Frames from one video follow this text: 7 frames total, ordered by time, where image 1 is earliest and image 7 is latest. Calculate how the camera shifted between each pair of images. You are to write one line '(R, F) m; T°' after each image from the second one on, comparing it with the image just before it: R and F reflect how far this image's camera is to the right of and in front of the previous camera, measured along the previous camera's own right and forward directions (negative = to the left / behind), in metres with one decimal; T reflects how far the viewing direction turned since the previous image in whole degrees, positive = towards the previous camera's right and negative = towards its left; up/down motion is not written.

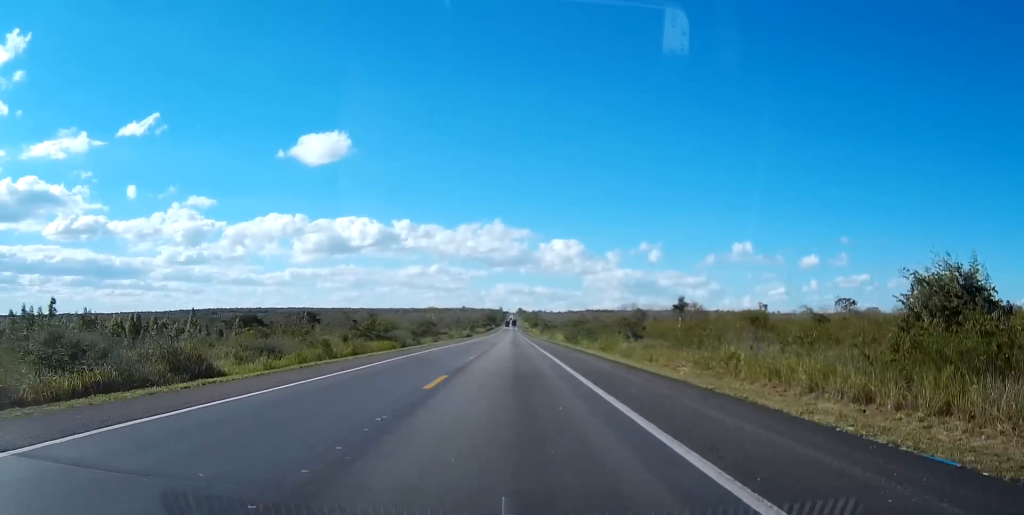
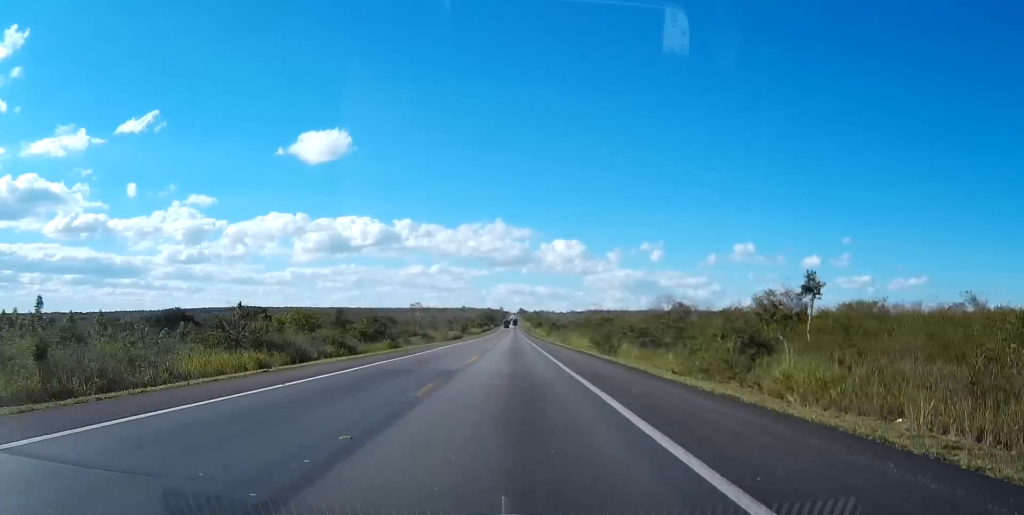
(-0.1, +46.7) m; 0°
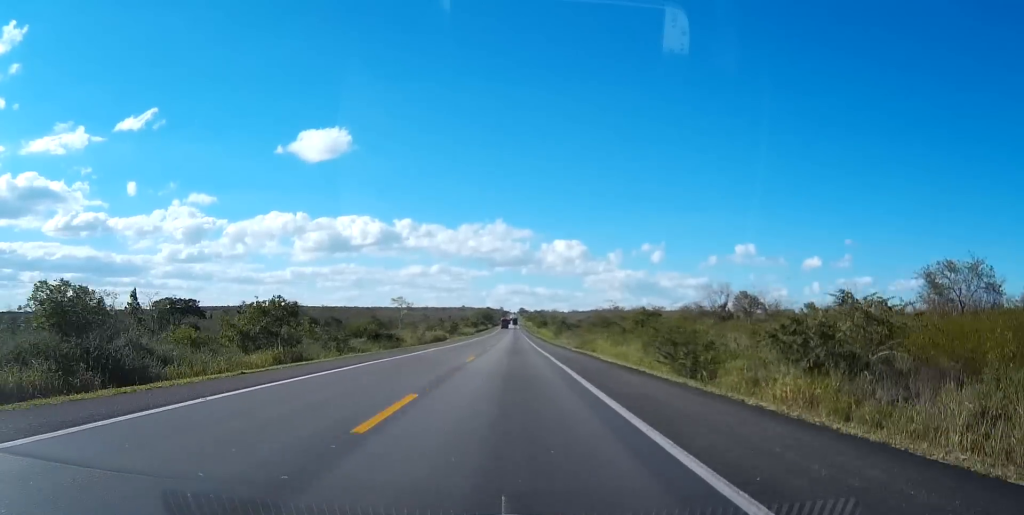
(0.0, +40.4) m; 0°
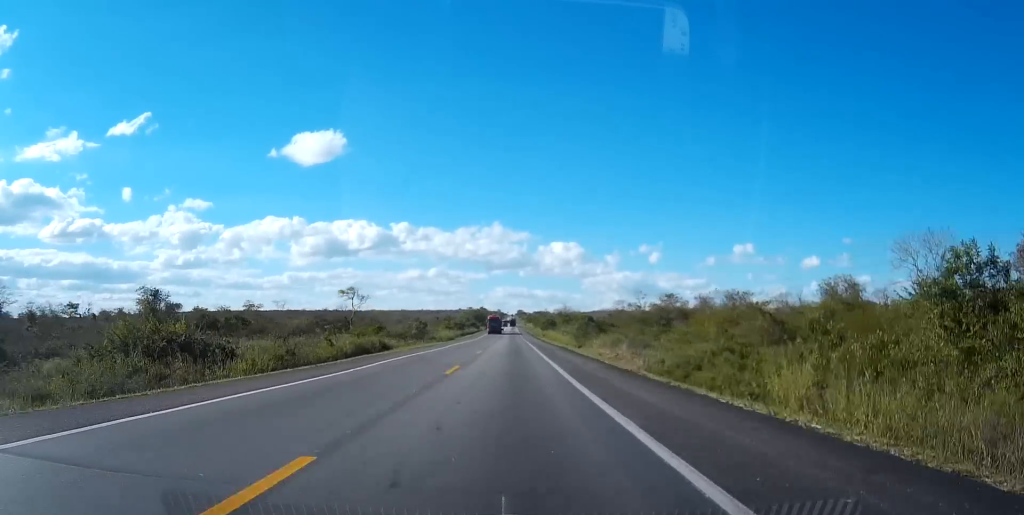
(0.0, +63.8) m; 0°
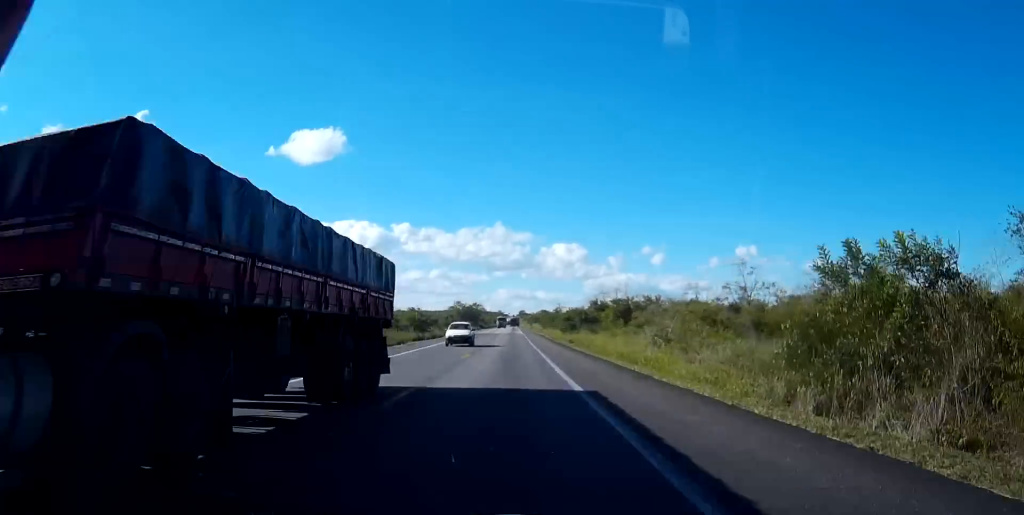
(0.0, +86.4) m; 0°
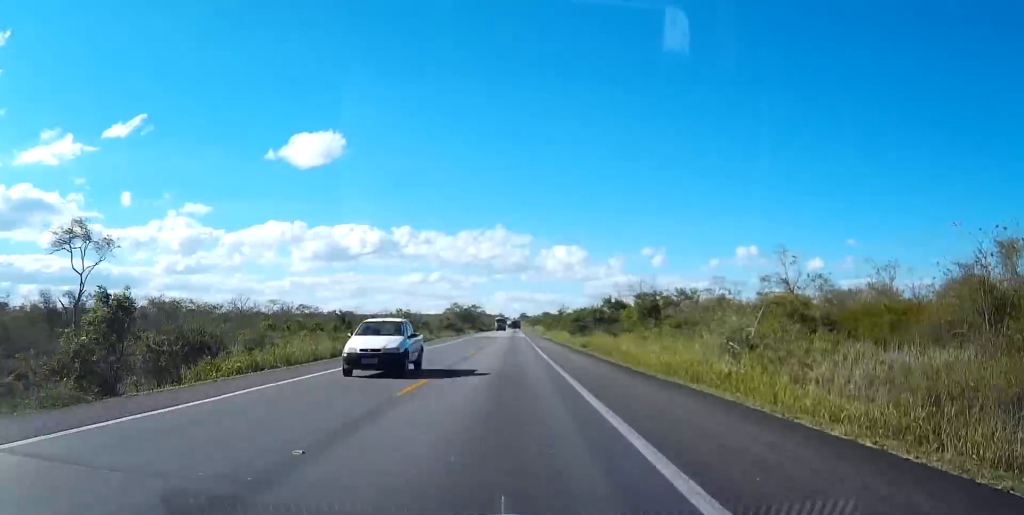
(0.0, +16.5) m; 0°
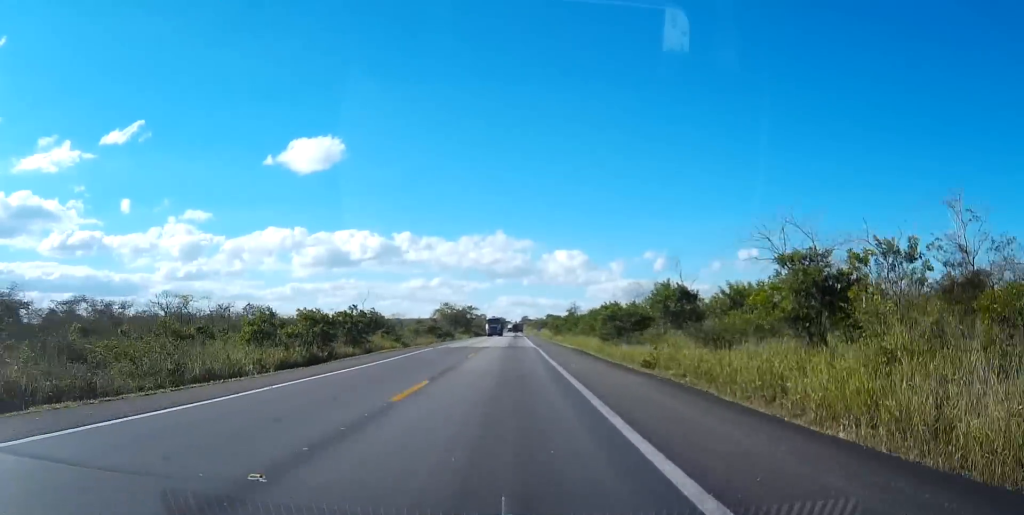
(0.0, +38.4) m; 0°
